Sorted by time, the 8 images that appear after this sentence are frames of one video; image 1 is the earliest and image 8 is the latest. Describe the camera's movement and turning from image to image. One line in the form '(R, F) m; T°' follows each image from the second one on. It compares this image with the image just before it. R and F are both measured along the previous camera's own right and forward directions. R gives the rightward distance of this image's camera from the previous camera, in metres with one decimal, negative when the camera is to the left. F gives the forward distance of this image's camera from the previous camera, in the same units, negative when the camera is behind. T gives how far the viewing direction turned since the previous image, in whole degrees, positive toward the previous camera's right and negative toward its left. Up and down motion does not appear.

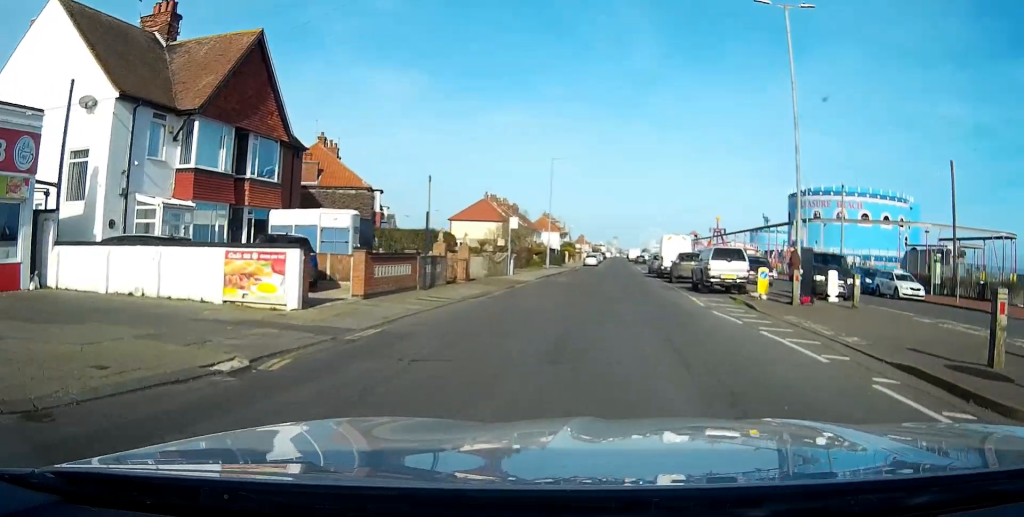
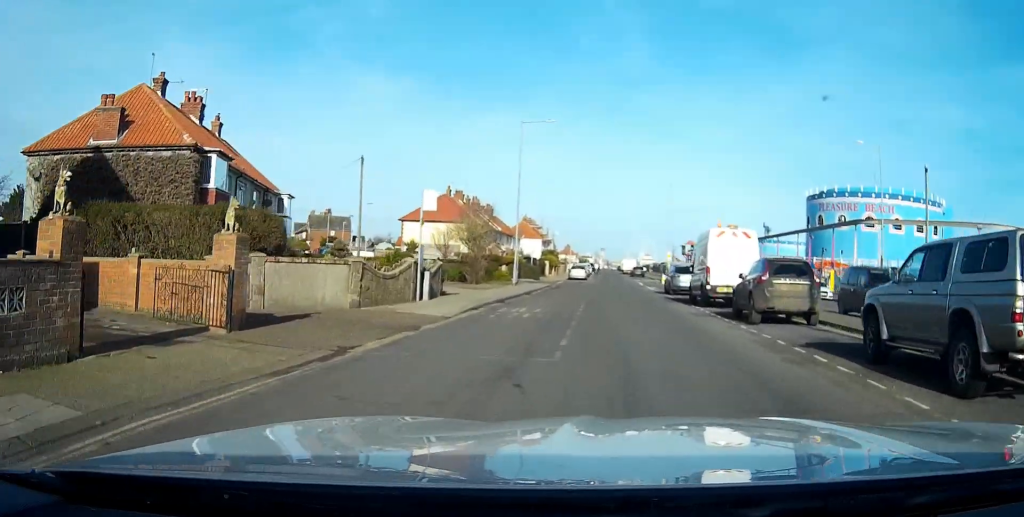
(+0.2, +20.3) m; +1°
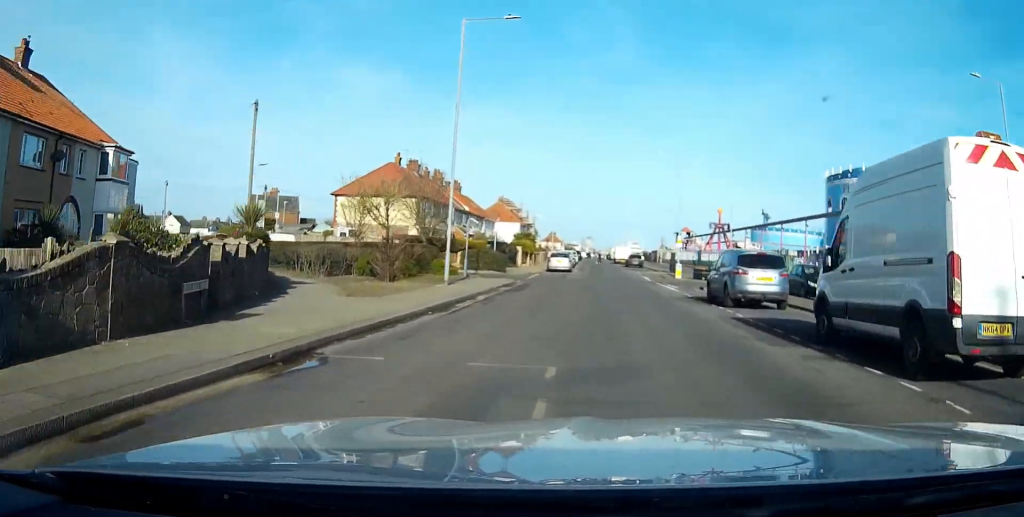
(+0.1, +17.8) m; +1°
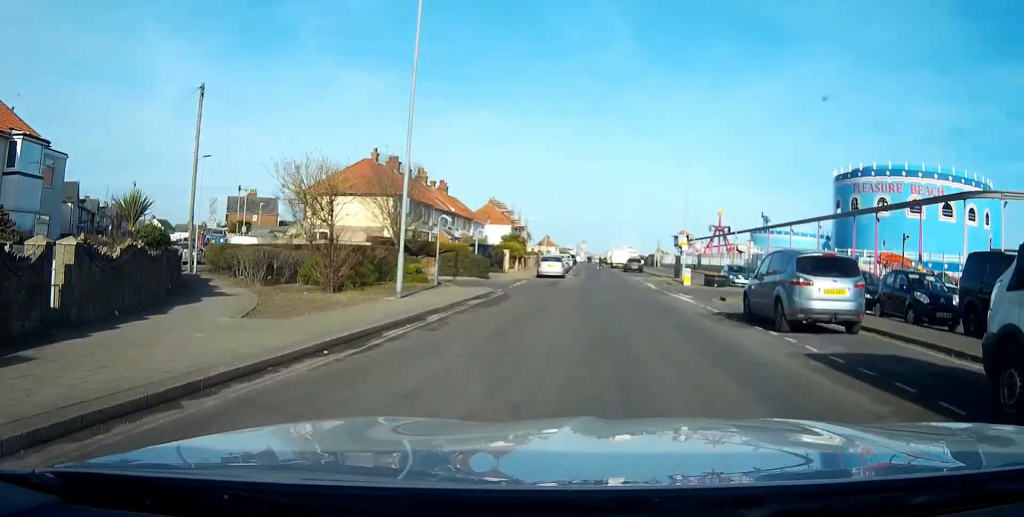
(0.0, +6.0) m; 0°
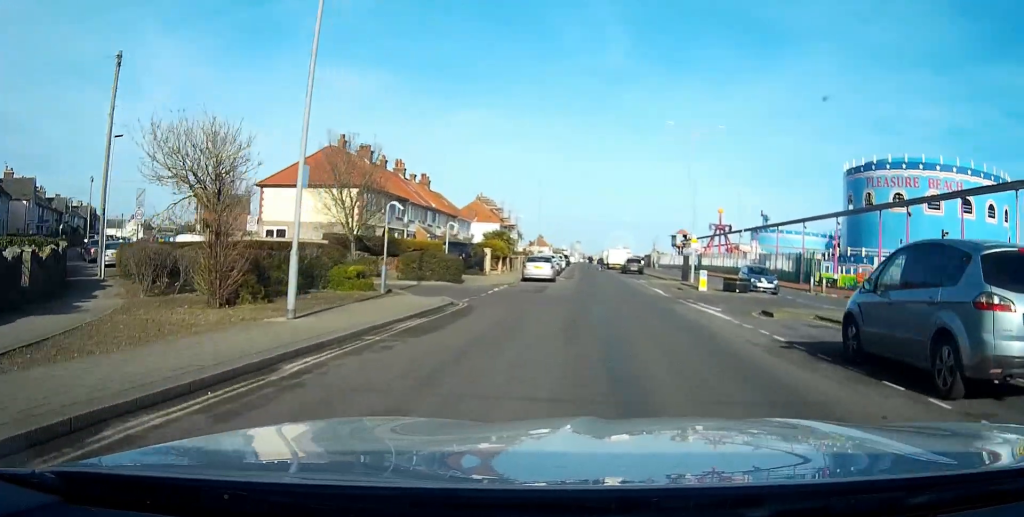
(0.0, +7.3) m; 0°
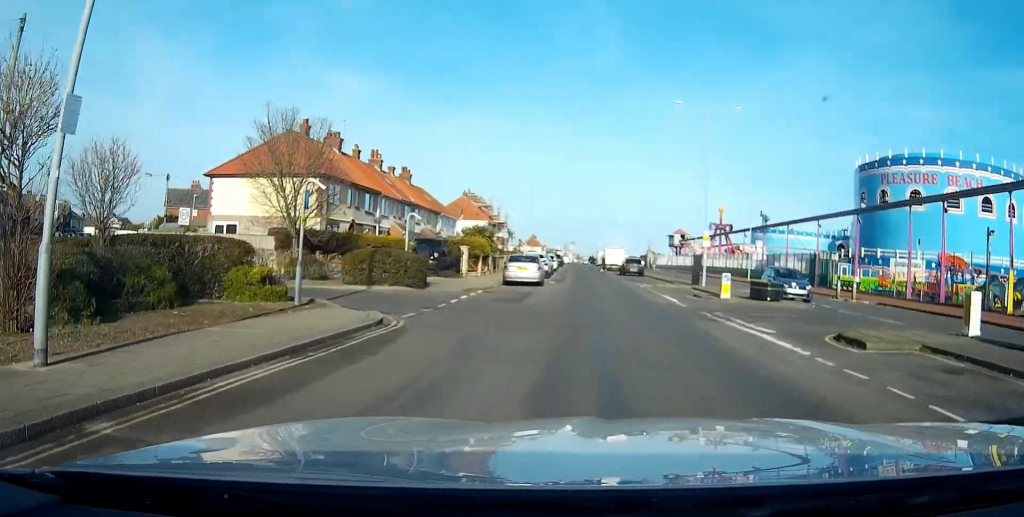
(0.0, +6.8) m; 0°
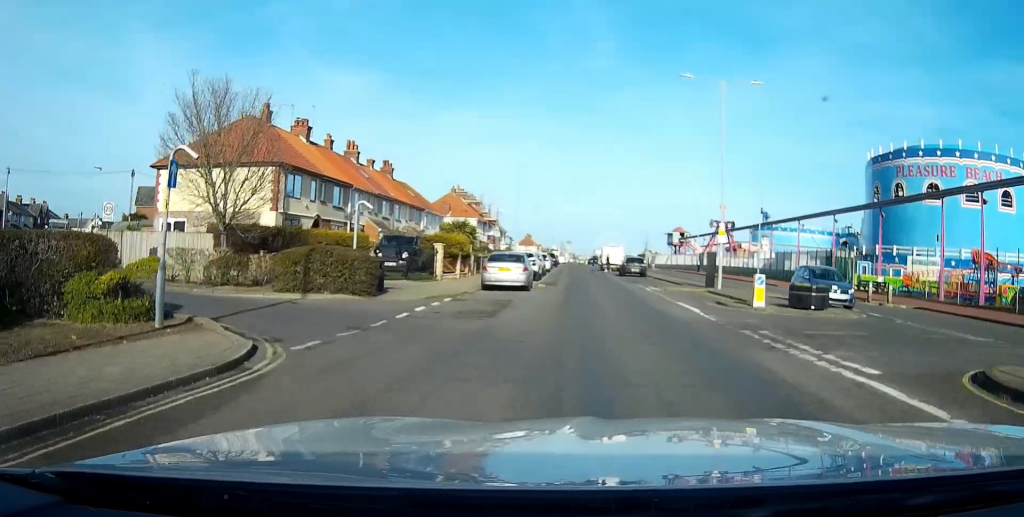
(0.0, +5.8) m; 0°
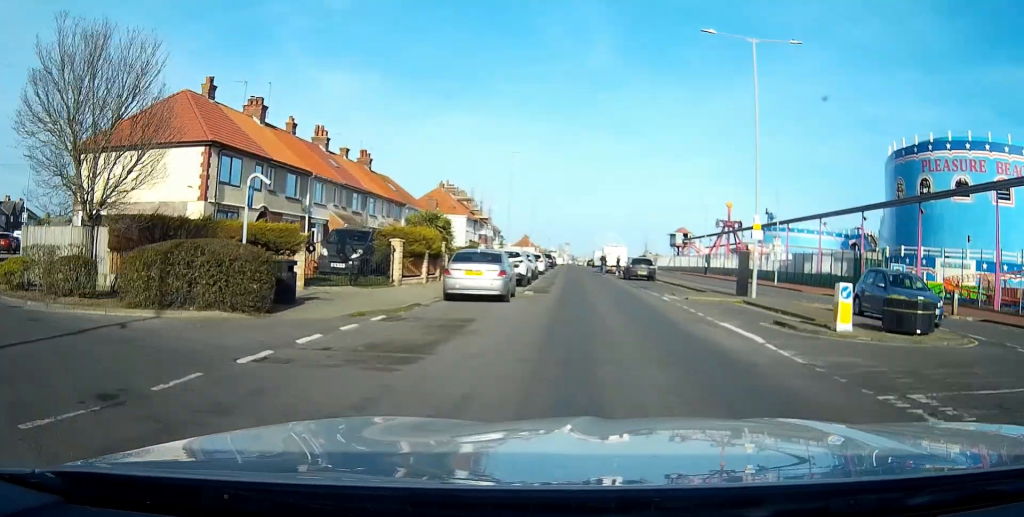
(0.0, +7.4) m; 0°
